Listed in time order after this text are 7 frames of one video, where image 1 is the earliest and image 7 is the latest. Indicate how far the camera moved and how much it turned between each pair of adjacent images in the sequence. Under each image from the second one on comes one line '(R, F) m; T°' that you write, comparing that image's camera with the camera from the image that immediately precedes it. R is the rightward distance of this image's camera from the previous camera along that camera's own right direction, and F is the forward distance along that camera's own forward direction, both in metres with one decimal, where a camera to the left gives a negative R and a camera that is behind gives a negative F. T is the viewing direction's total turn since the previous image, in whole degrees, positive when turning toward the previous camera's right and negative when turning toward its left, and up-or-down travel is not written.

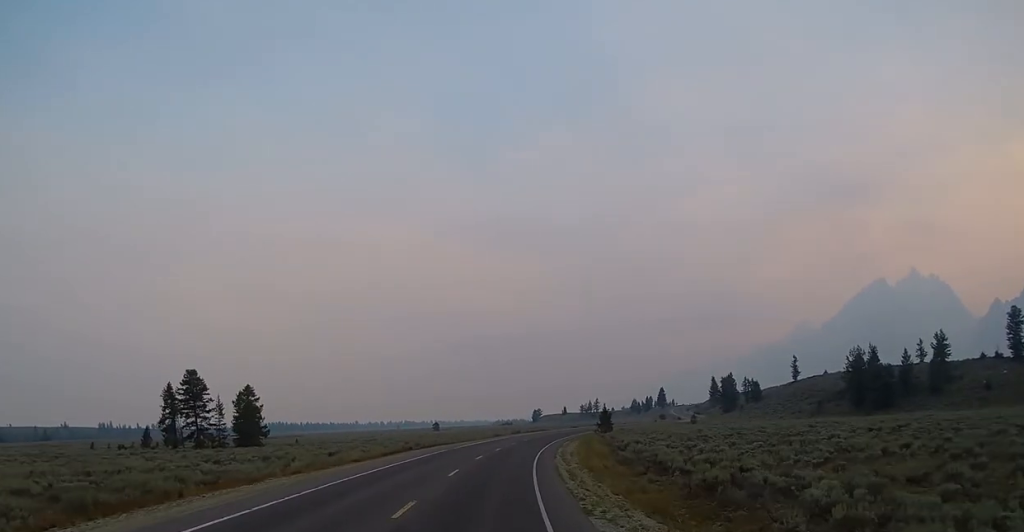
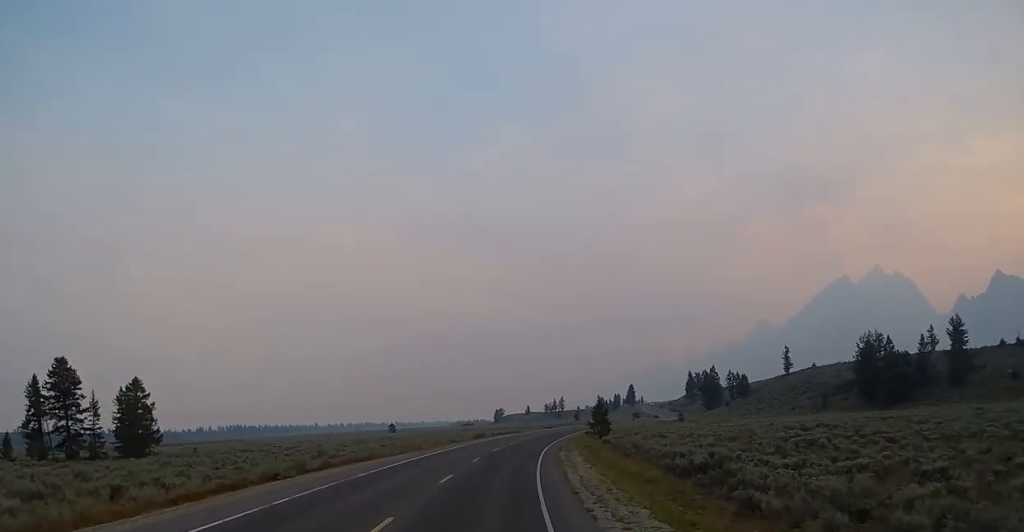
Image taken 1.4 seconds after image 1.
(+0.9, +27.9) m; +3°
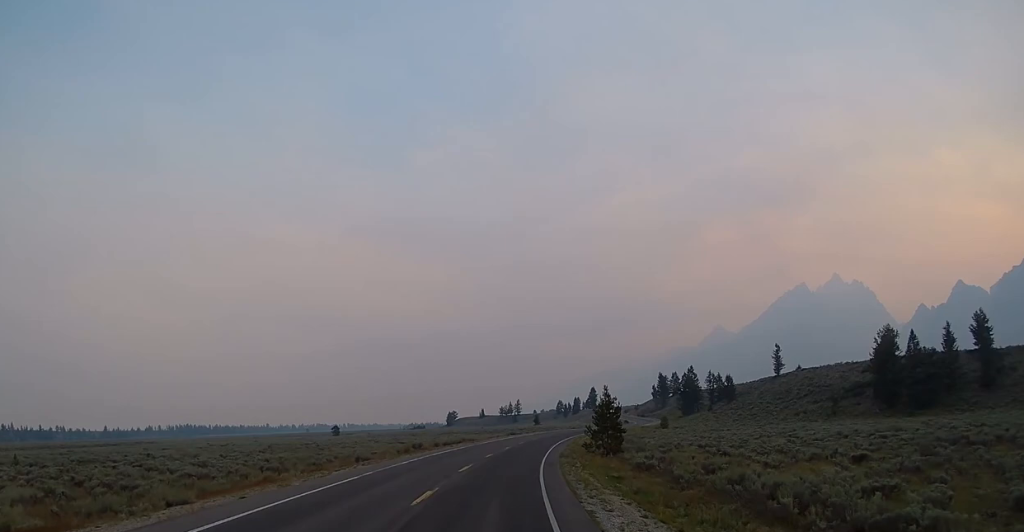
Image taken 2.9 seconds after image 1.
(+0.3, +30.7) m; +2°
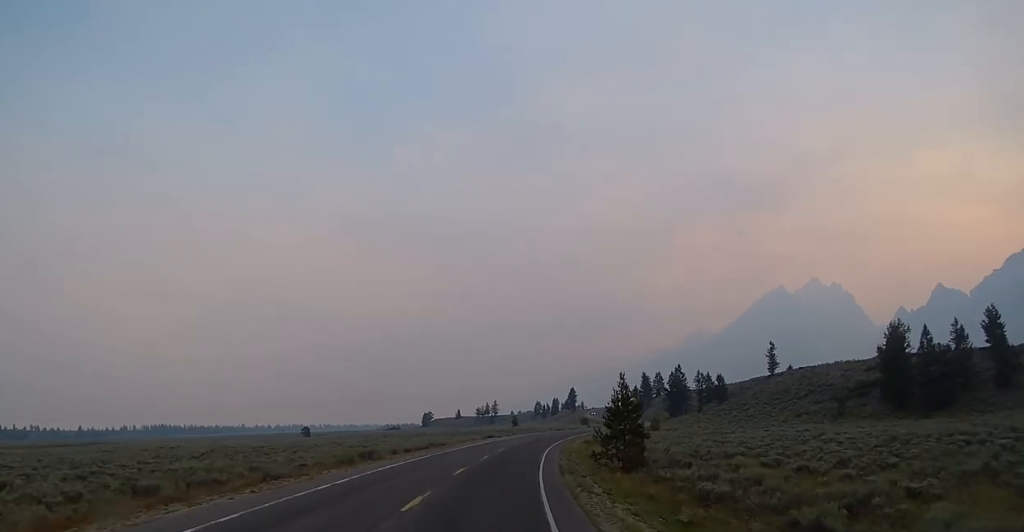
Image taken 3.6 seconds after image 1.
(+0.3, +13.4) m; +2°
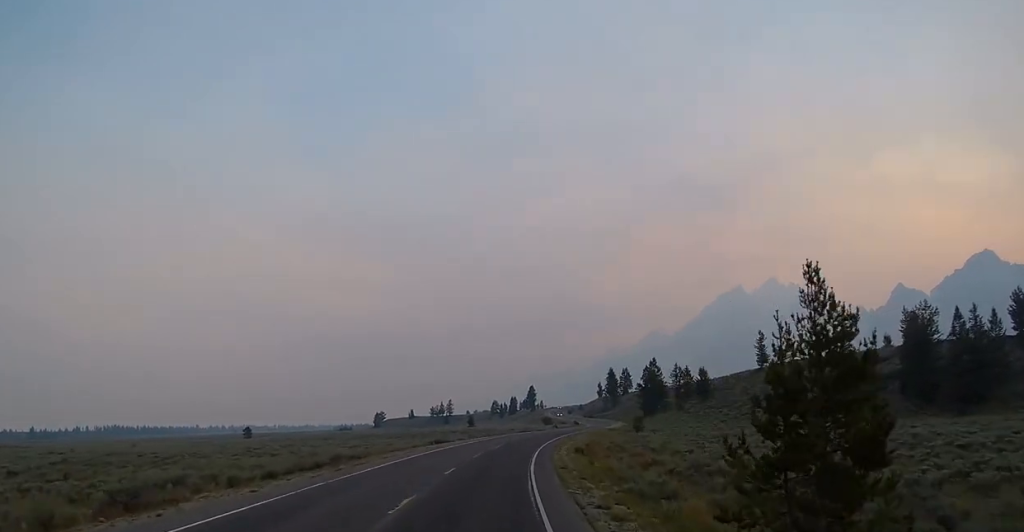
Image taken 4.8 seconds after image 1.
(+0.9, +24.4) m; +5°
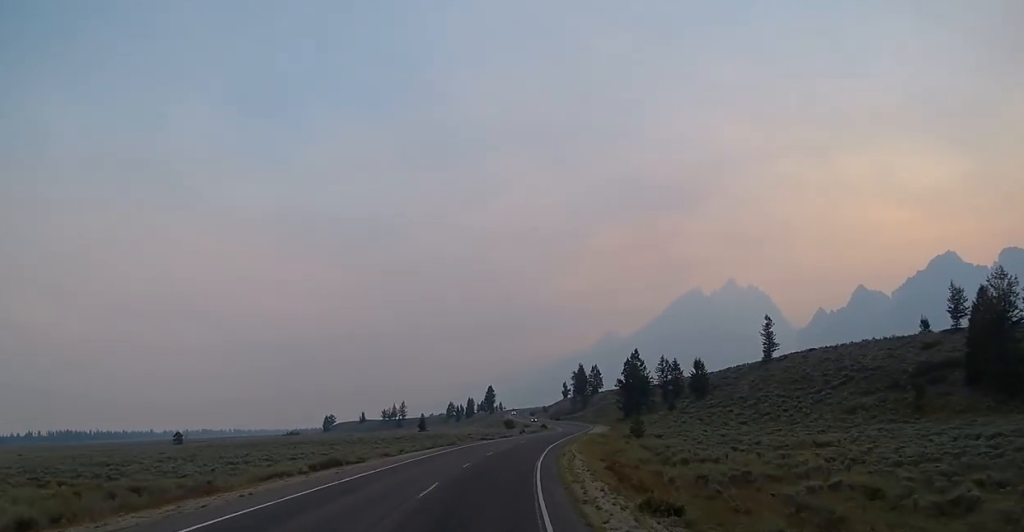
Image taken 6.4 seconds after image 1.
(+1.6, +33.7) m; +4°
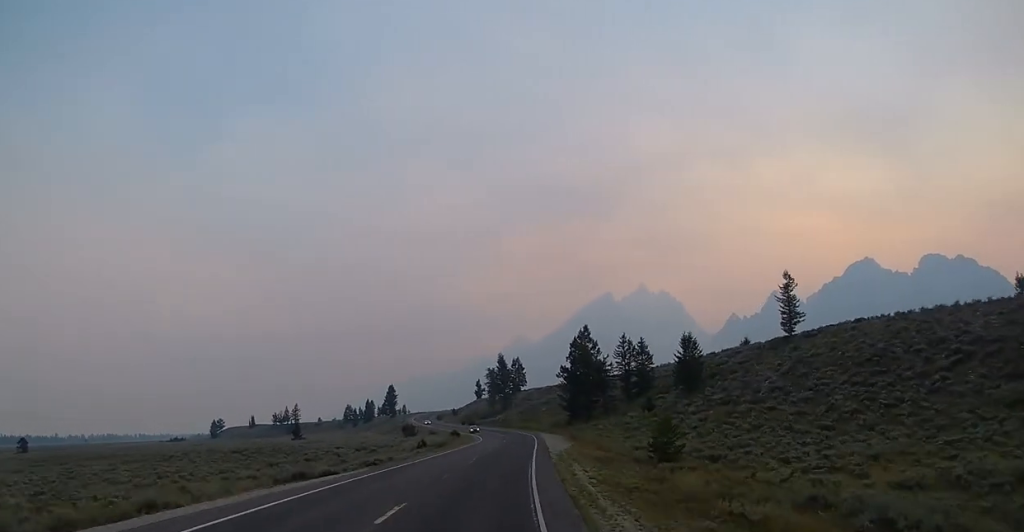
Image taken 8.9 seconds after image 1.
(+2.3, +52.7) m; +6°
